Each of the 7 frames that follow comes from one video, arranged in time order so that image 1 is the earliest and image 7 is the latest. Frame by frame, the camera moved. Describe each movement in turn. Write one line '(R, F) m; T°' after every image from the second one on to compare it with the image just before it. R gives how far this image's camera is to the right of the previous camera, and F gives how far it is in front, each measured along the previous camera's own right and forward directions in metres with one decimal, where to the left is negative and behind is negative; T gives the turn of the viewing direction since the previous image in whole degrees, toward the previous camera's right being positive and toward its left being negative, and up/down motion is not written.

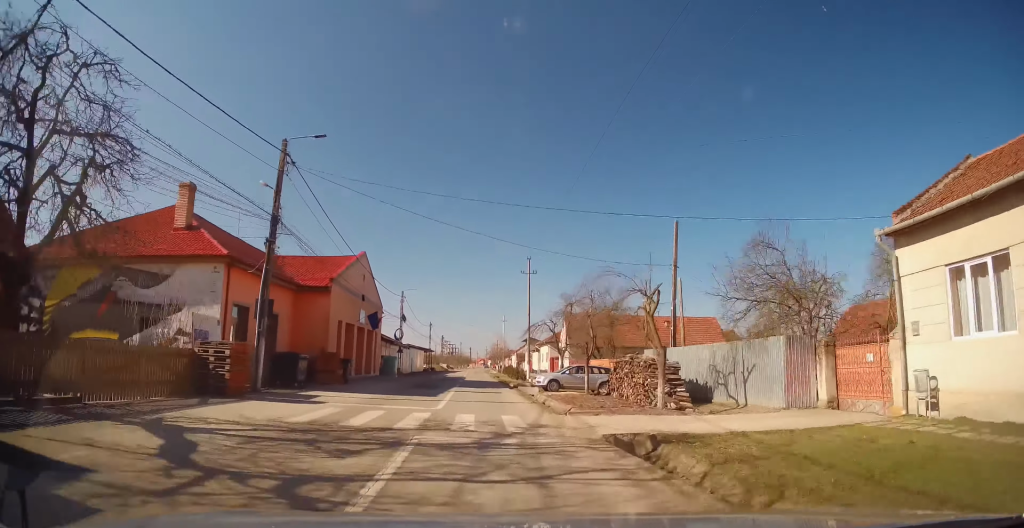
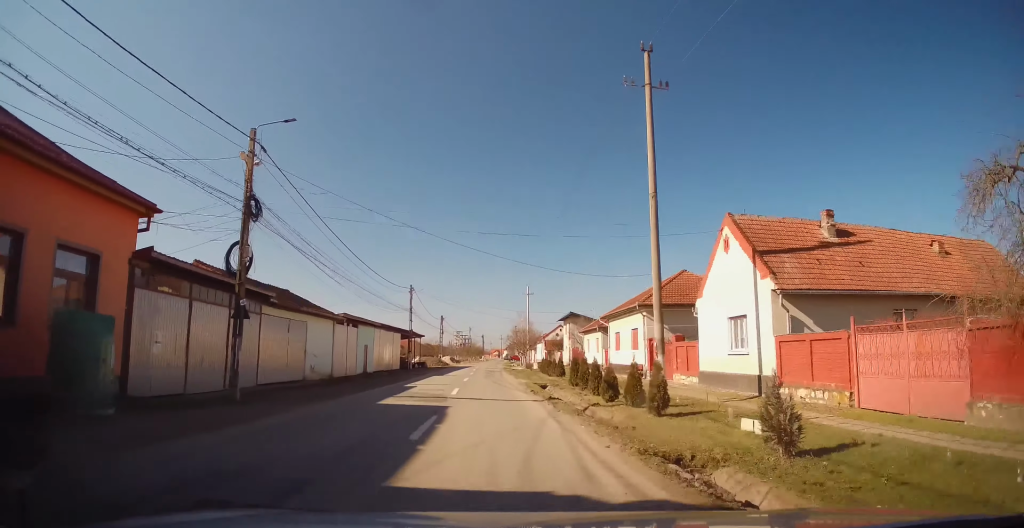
(-0.2, +33.5) m; -1°
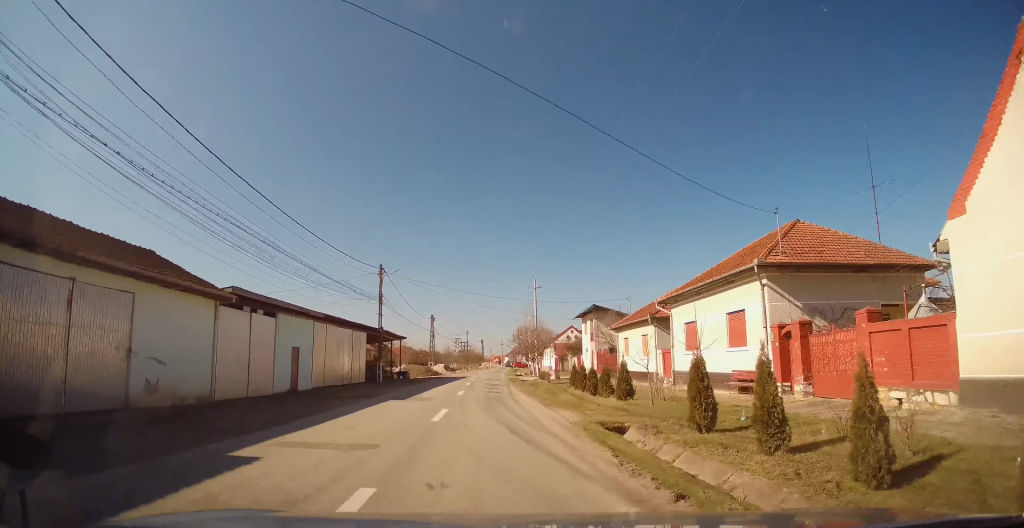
(0.0, +14.6) m; -1°
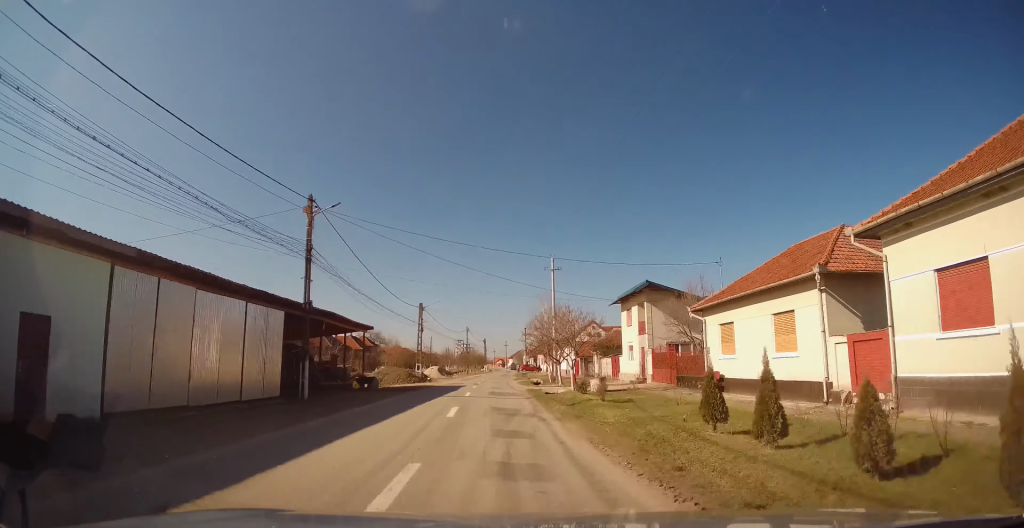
(-0.3, +16.1) m; 0°
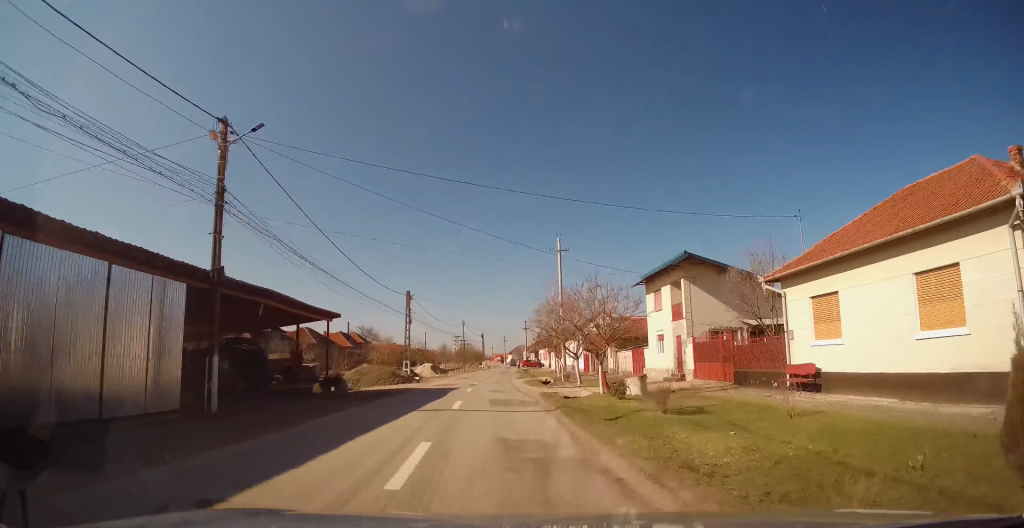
(-0.1, +7.1) m; +1°
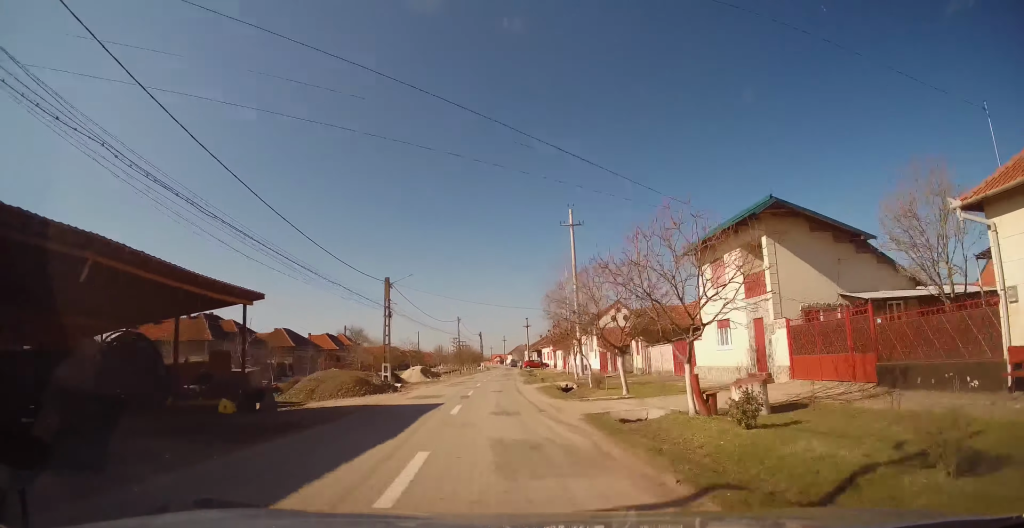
(+0.2, +9.0) m; 0°
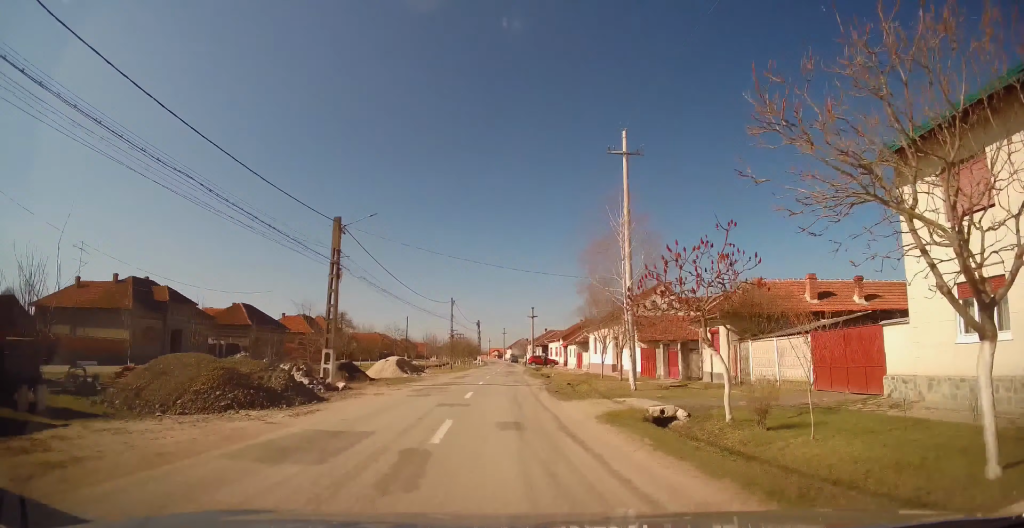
(0.0, +13.9) m; 0°
